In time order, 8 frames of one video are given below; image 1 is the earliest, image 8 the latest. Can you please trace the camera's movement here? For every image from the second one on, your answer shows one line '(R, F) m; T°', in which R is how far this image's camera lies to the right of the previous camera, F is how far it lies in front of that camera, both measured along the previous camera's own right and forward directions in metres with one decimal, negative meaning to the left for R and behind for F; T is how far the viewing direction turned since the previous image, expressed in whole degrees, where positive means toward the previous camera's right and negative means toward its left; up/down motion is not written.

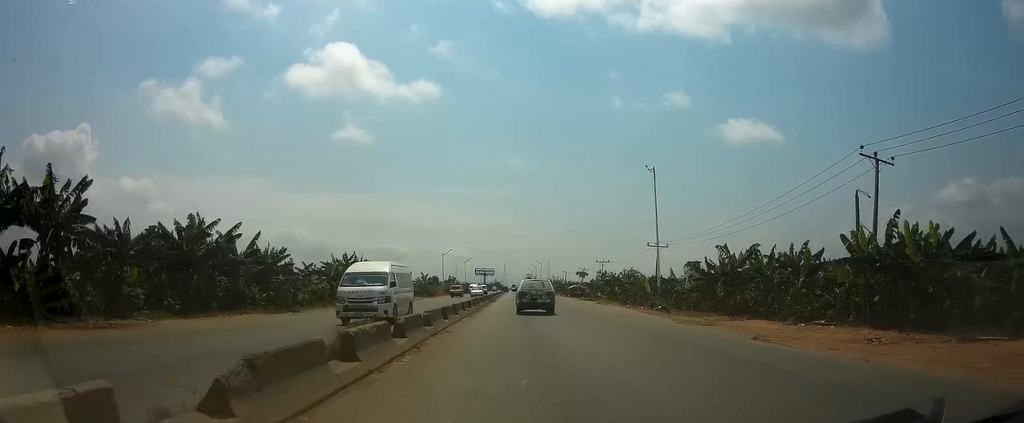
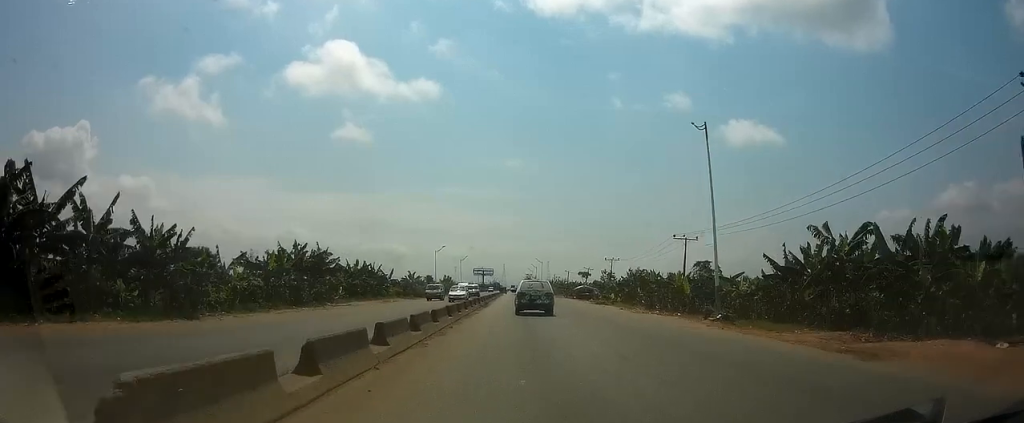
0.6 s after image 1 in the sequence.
(0.0, +12.3) m; 0°
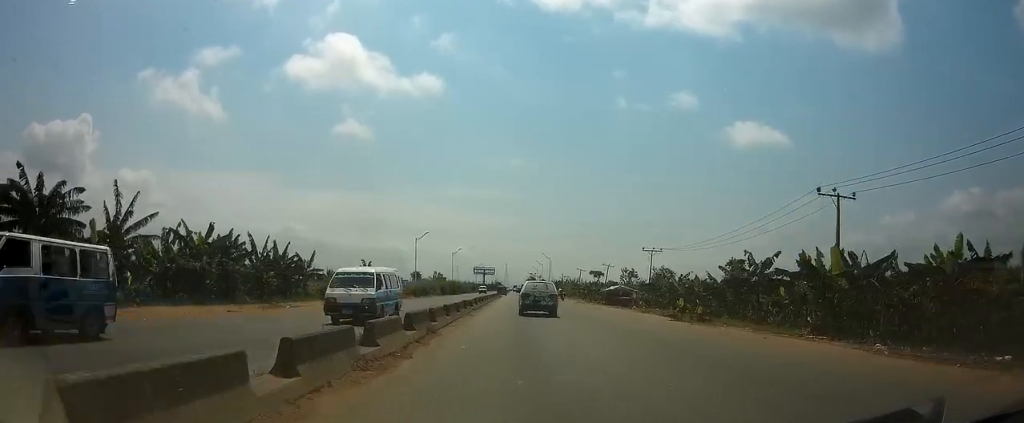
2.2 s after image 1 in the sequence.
(0.0, +29.2) m; 0°
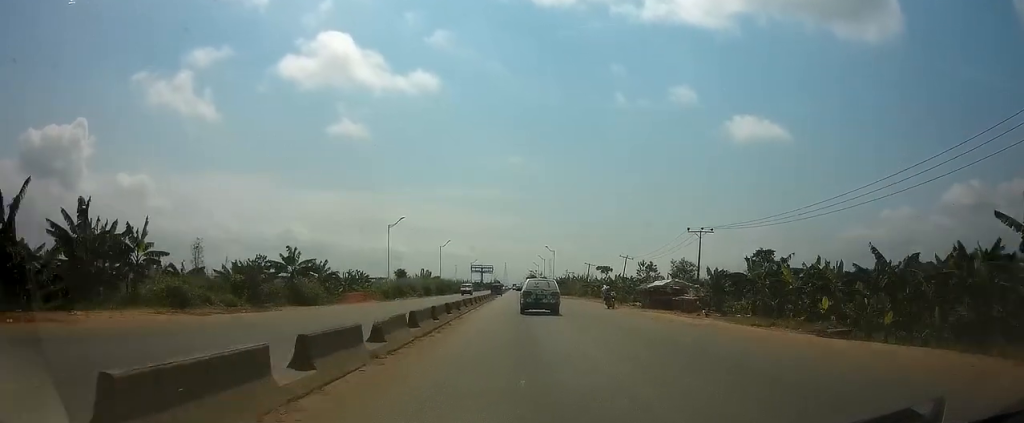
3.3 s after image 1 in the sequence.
(-0.1, +21.4) m; 0°
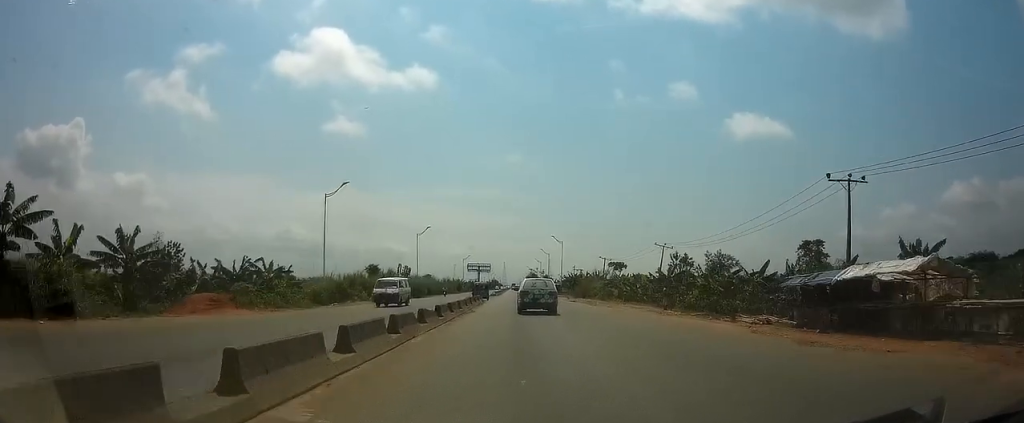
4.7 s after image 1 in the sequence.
(+0.1, +27.4) m; 0°
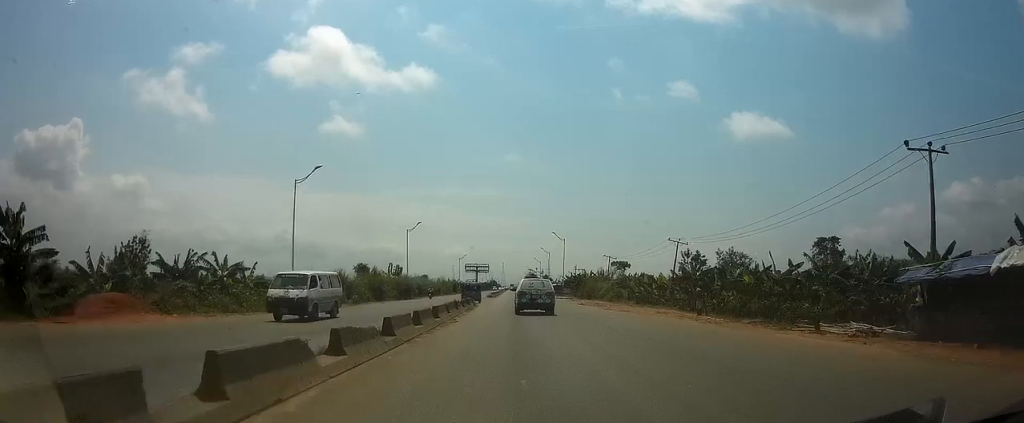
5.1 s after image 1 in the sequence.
(0.0, +7.6) m; 0°
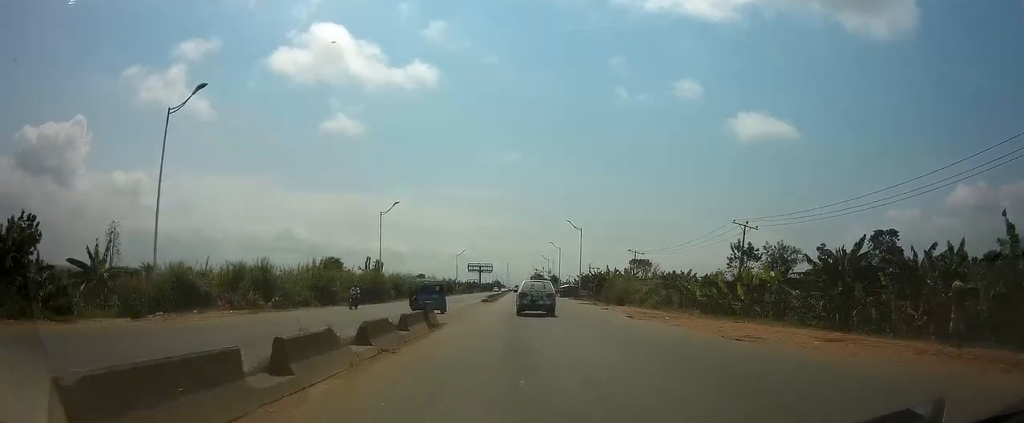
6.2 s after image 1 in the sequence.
(-0.1, +19.5) m; 0°
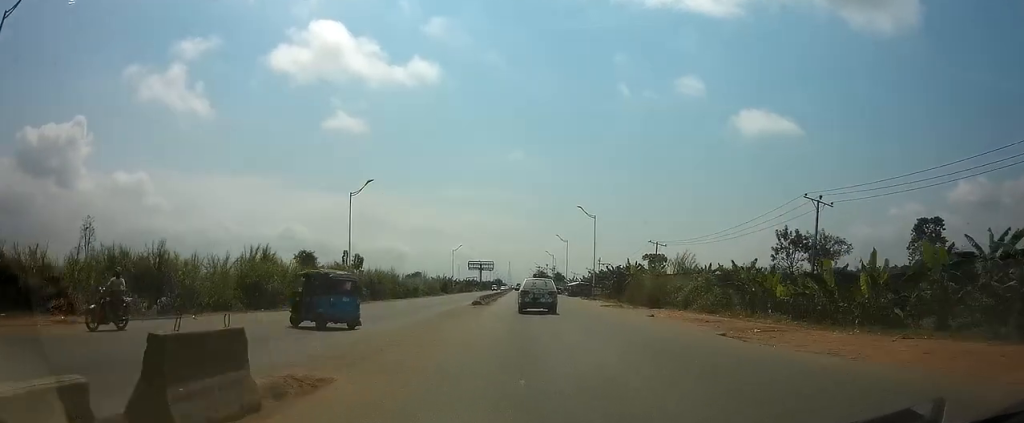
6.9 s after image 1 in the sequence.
(0.0, +13.5) m; 0°
